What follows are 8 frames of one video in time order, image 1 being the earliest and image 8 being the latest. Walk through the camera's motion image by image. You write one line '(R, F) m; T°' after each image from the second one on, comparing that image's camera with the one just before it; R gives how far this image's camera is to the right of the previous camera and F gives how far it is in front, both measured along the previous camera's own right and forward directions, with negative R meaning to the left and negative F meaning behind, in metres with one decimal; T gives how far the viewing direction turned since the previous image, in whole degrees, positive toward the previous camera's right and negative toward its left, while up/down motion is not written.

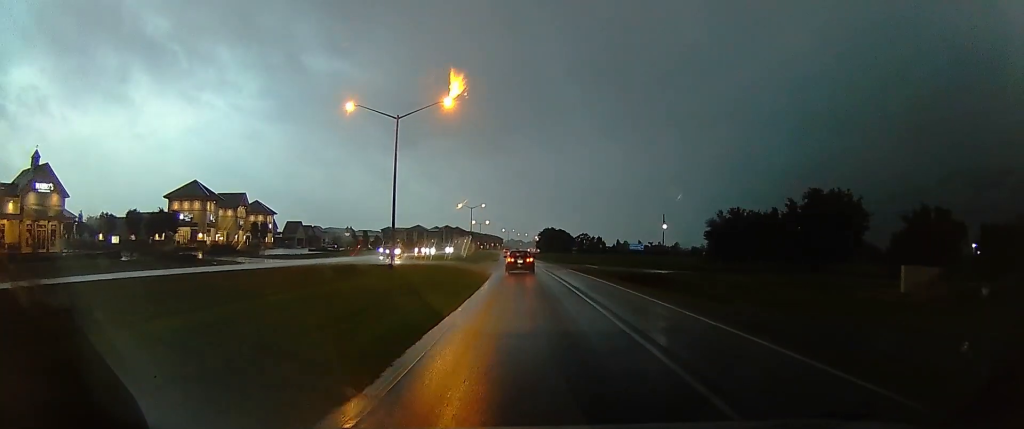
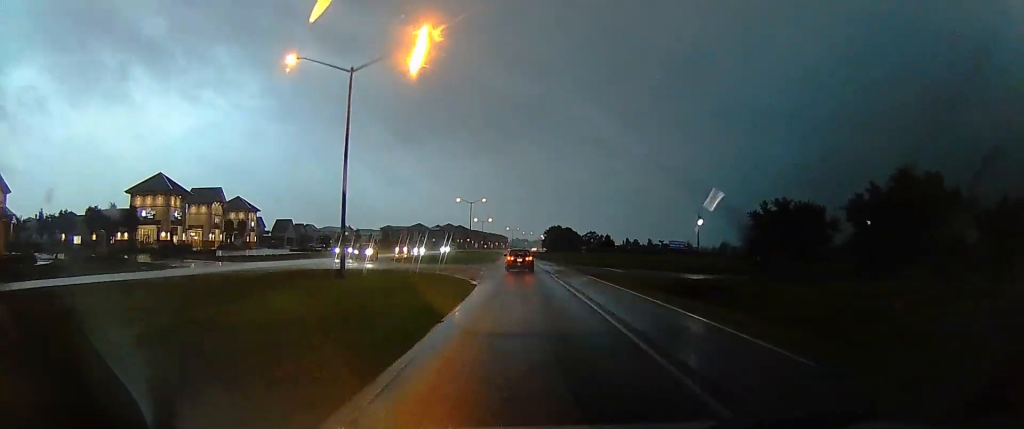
(+0.4, +12.4) m; 0°
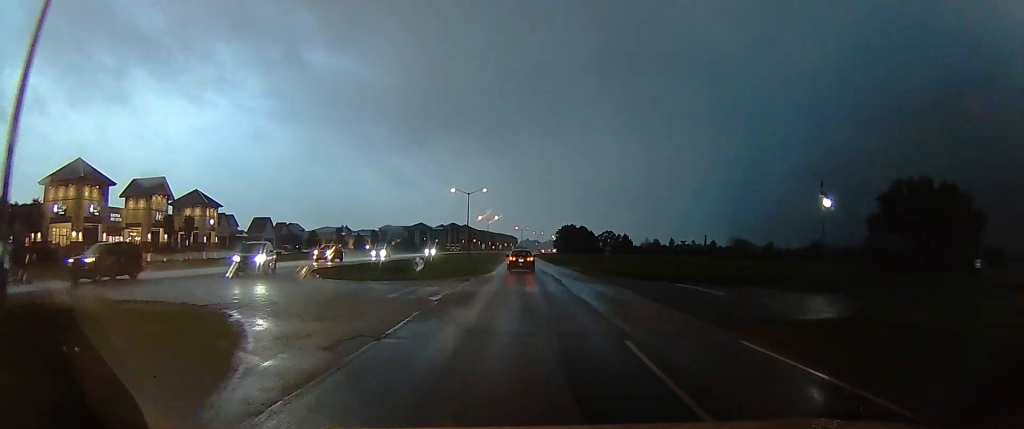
(-0.3, +23.0) m; -3°
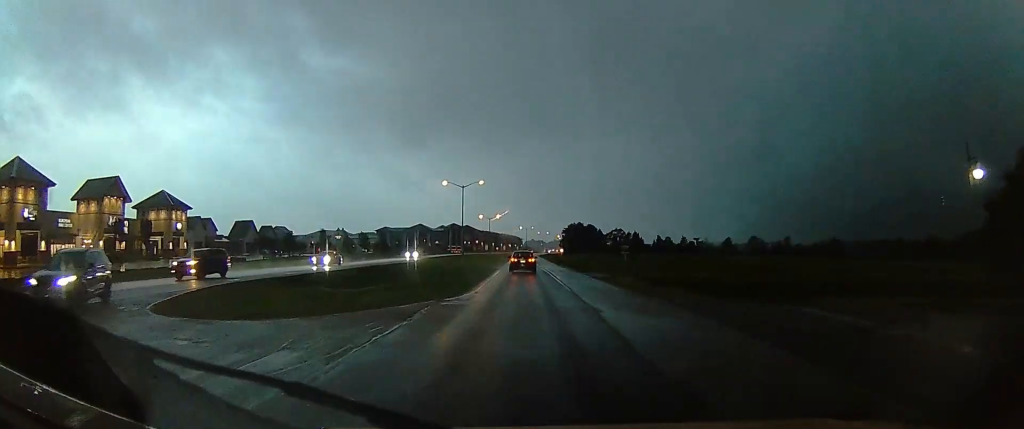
(-0.3, +13.2) m; -1°
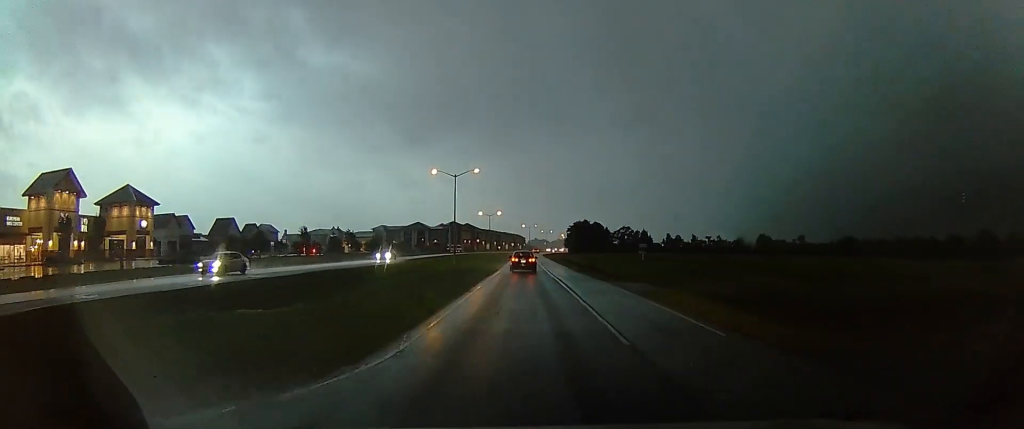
(0.0, +11.9) m; 0°
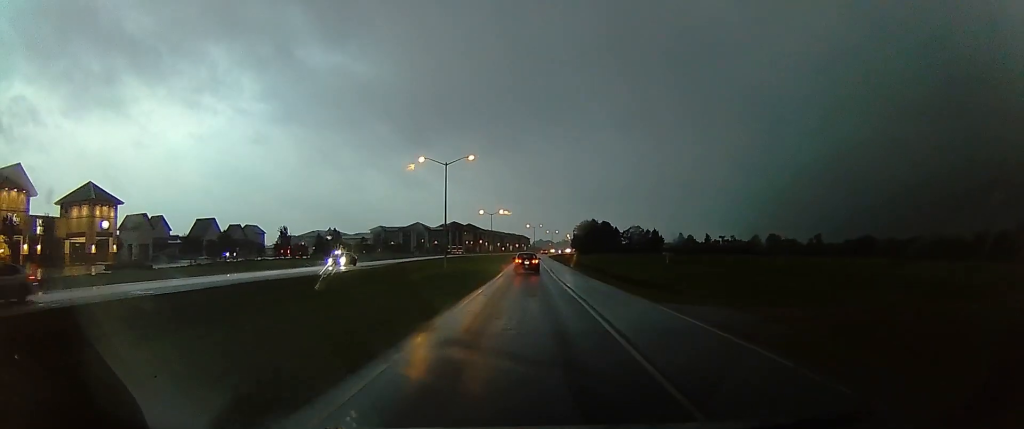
(0.0, +11.3) m; 0°
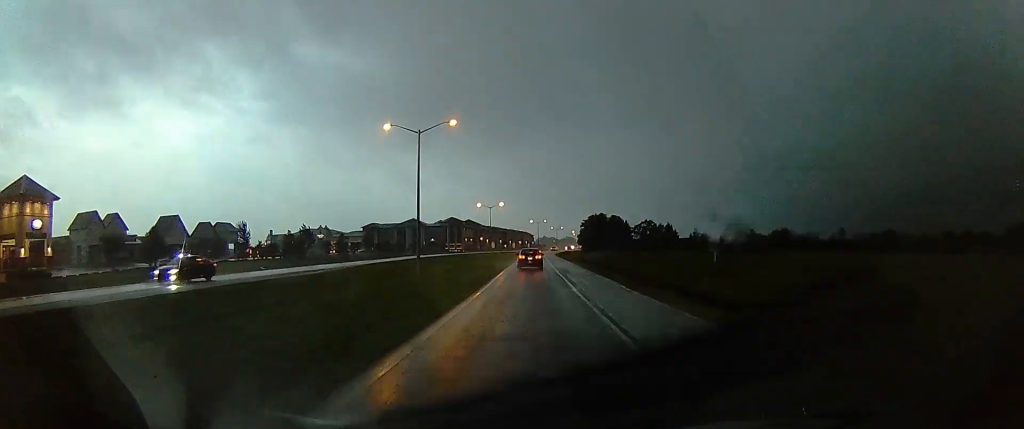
(0.0, +16.1) m; 0°
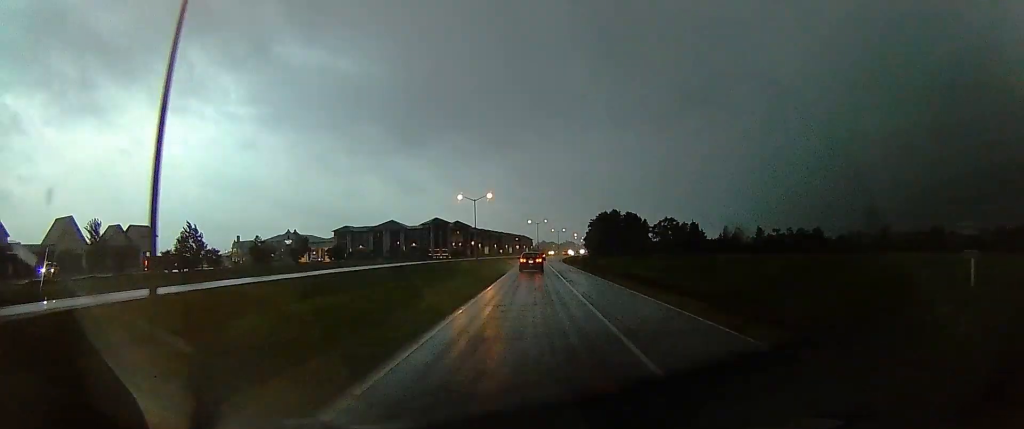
(0.0, +33.1) m; -3°
